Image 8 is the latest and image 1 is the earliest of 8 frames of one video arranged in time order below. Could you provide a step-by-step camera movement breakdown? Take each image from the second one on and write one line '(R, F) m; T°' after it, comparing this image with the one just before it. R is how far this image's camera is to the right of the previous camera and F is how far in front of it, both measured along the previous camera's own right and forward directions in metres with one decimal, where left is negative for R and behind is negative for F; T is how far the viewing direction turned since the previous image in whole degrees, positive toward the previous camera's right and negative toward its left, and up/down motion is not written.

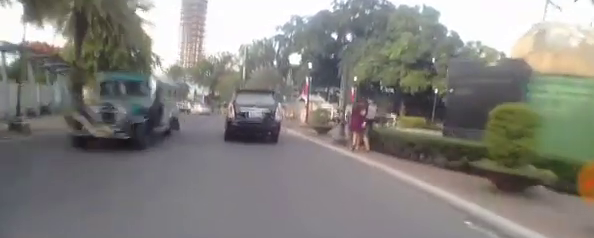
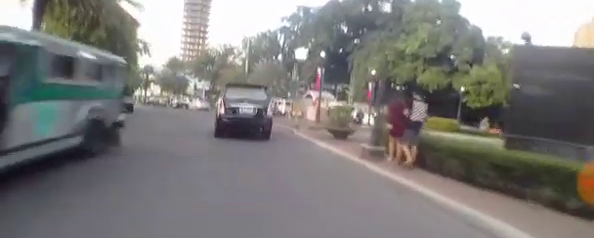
(+0.2, +3.2) m; -5°
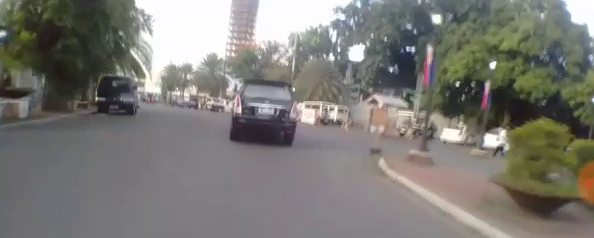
(-1.3, +7.1) m; -13°
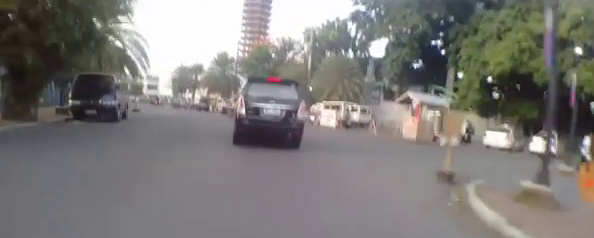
(-0.3, +3.1) m; +1°
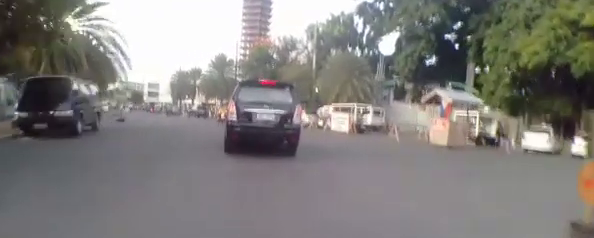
(-0.1, +3.1) m; +2°
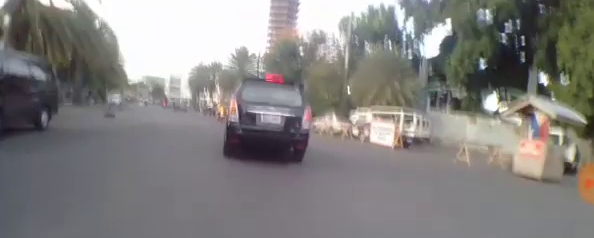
(+0.5, +4.7) m; +3°
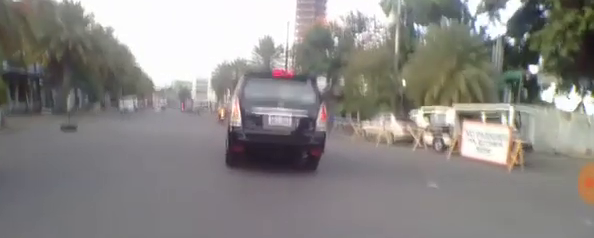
(-0.3, +6.8) m; -6°
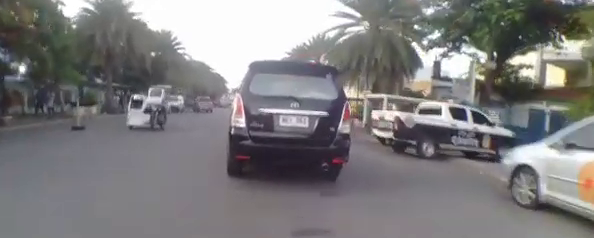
(-3.3, +17.0) m; -16°
